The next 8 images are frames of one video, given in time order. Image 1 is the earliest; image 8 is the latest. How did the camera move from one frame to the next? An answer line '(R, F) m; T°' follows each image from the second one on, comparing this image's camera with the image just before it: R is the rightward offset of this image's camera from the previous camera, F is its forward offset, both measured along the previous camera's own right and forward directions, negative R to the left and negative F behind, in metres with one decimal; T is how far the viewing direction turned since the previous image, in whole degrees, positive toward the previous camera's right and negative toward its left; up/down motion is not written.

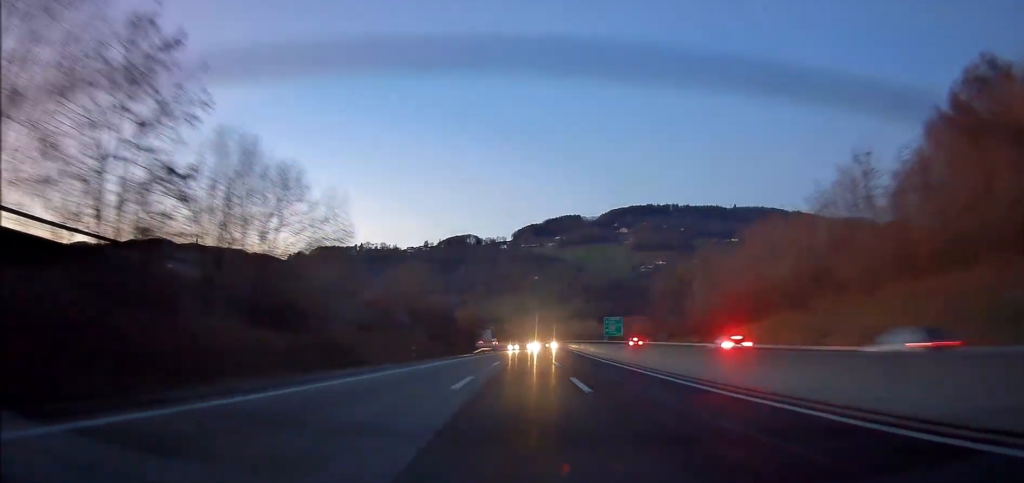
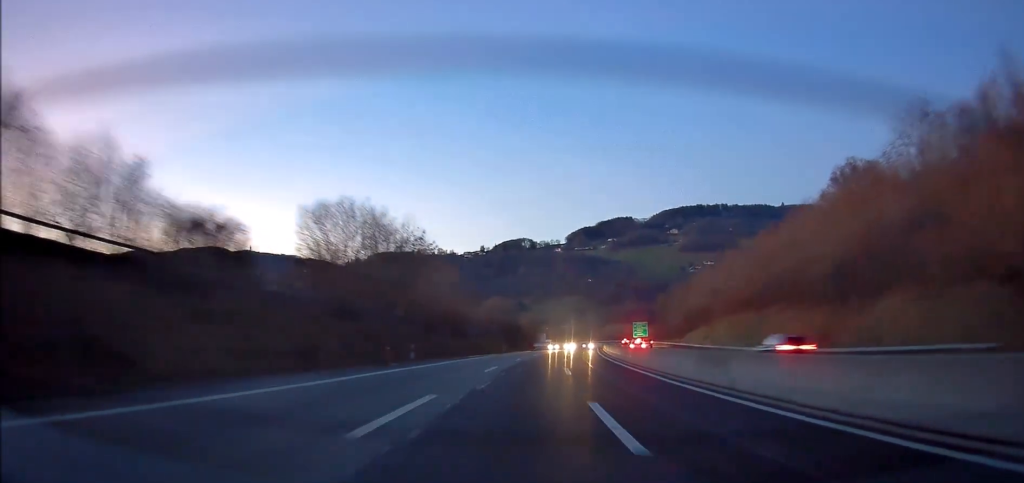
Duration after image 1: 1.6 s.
(-1.5, +45.4) m; -4°
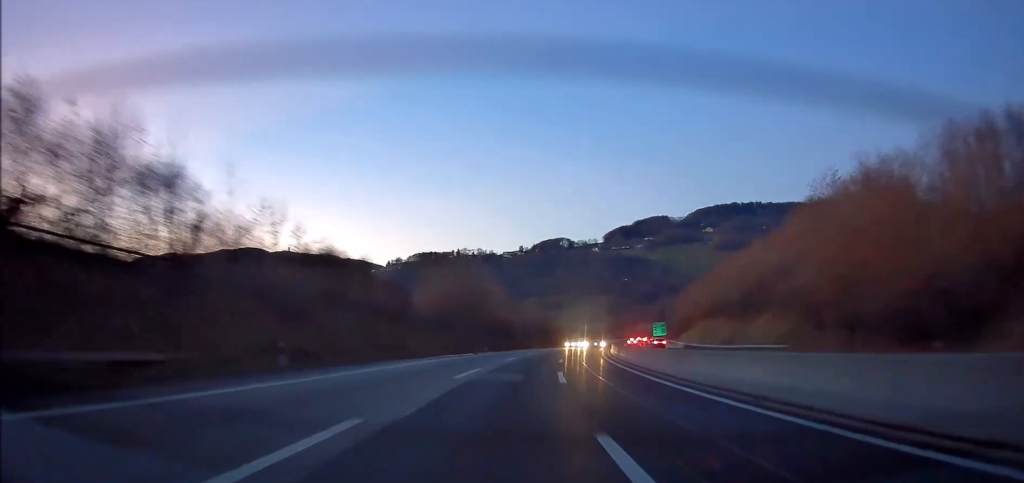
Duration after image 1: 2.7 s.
(-0.8, +31.0) m; -3°
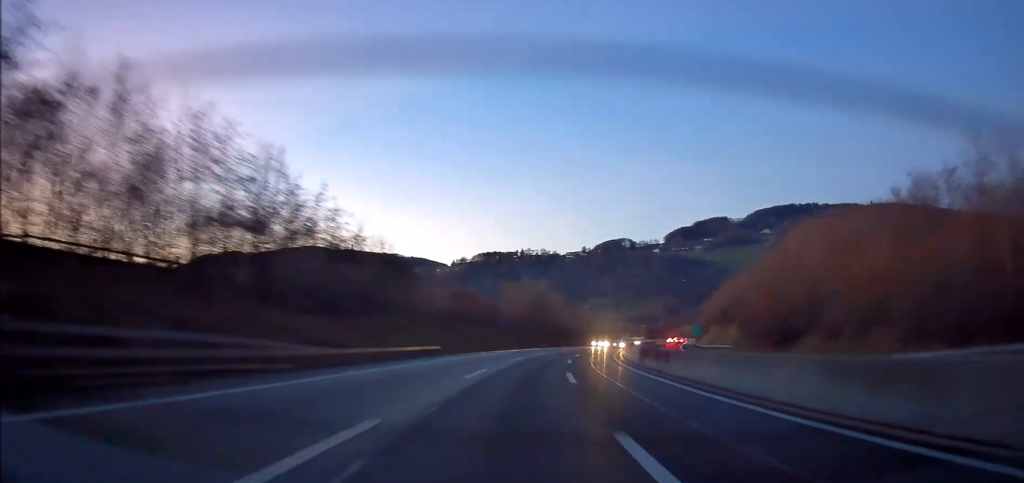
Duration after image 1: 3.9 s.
(-1.4, +34.7) m; -5°
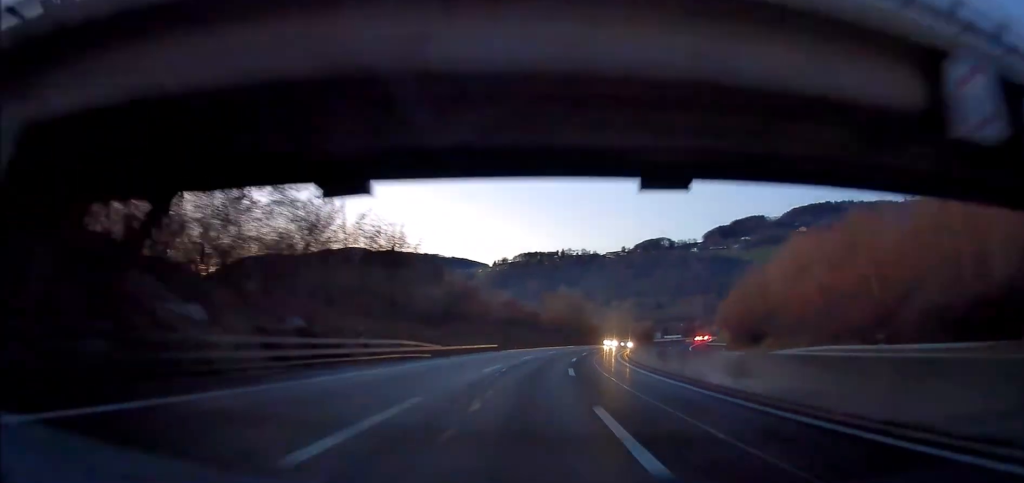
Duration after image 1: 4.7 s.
(-0.5, +21.6) m; -4°
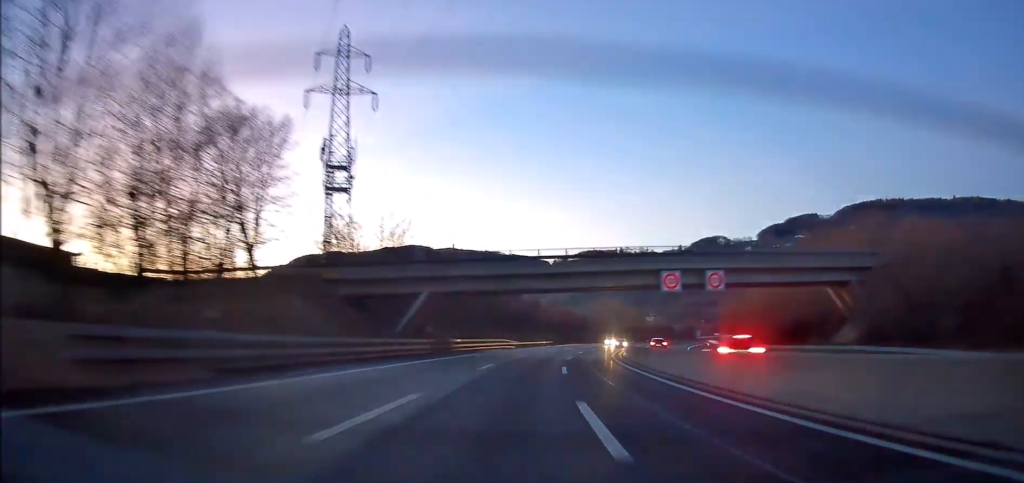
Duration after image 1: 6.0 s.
(-2.3, +36.6) m; -7°
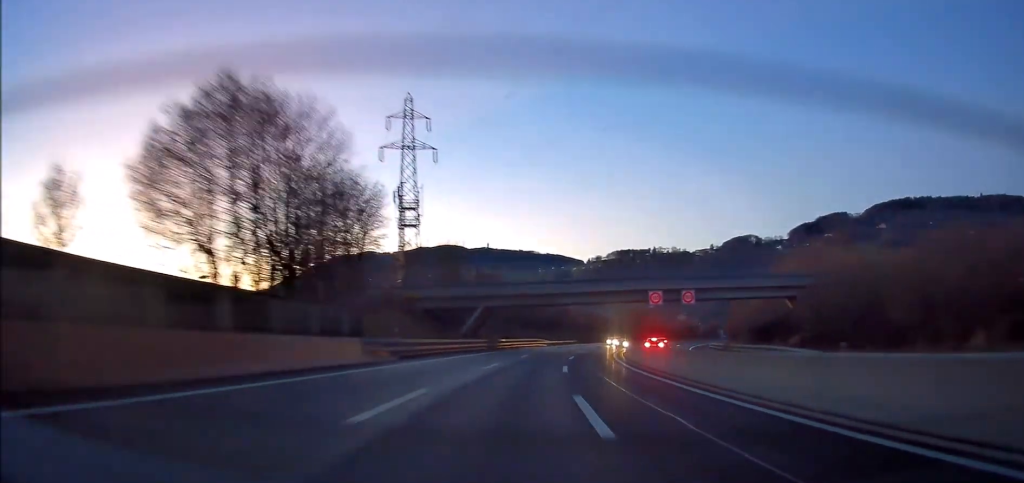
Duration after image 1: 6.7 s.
(-0.6, +18.8) m; -3°
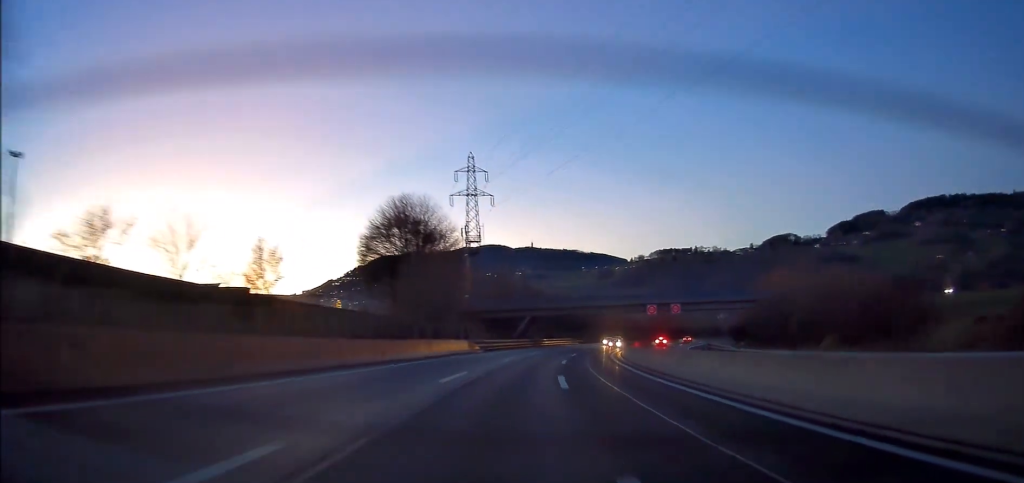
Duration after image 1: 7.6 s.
(-0.9, +26.4) m; -4°
